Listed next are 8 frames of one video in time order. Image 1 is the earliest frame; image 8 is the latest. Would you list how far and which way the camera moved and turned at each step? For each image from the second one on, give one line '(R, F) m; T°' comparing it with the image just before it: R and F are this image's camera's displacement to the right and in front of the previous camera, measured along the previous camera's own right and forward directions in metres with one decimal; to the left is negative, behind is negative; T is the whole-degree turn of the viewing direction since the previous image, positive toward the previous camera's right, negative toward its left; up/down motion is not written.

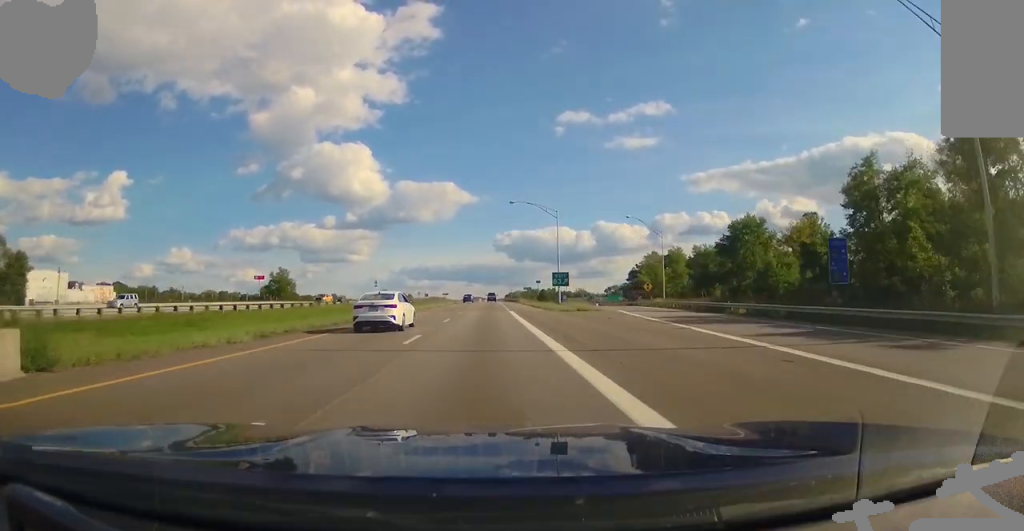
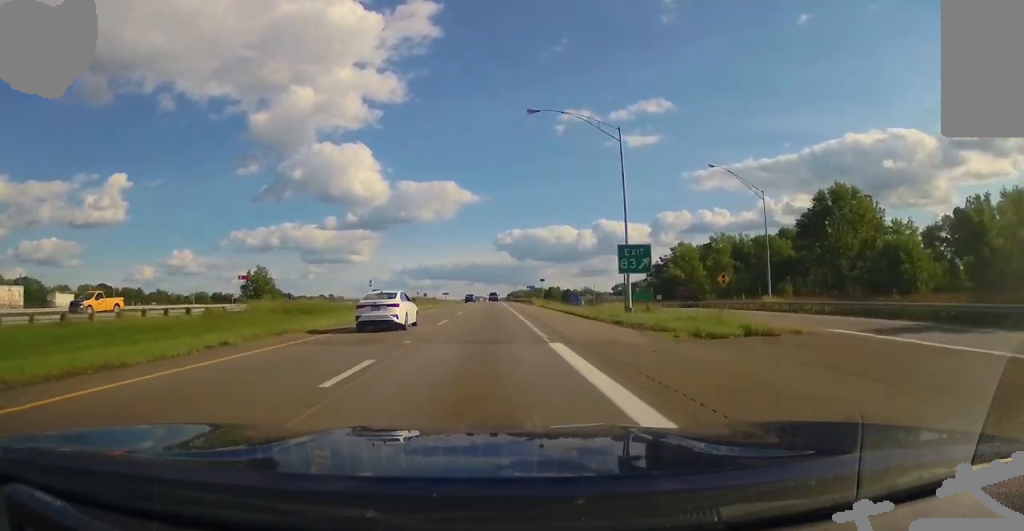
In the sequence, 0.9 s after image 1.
(-0.1, +31.7) m; 0°
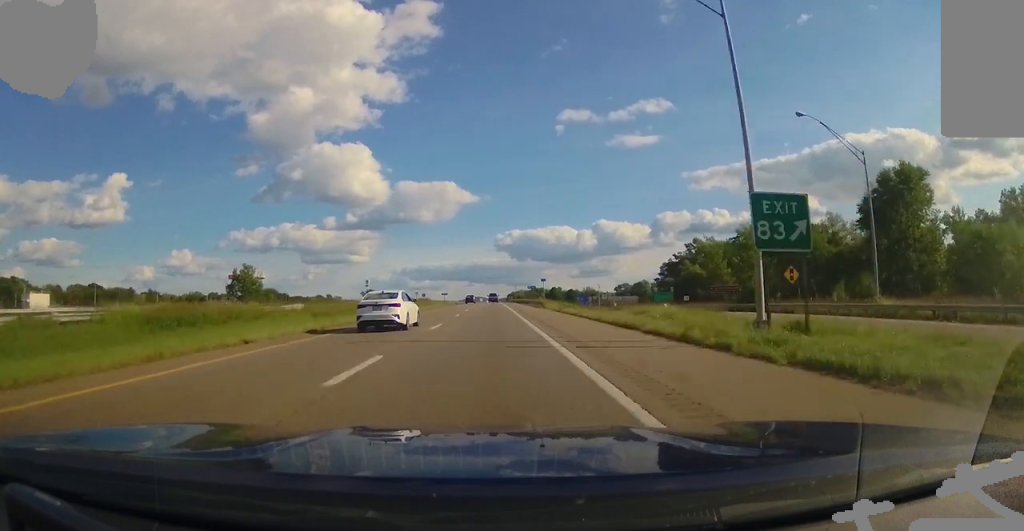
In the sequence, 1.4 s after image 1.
(0.0, +15.8) m; 0°
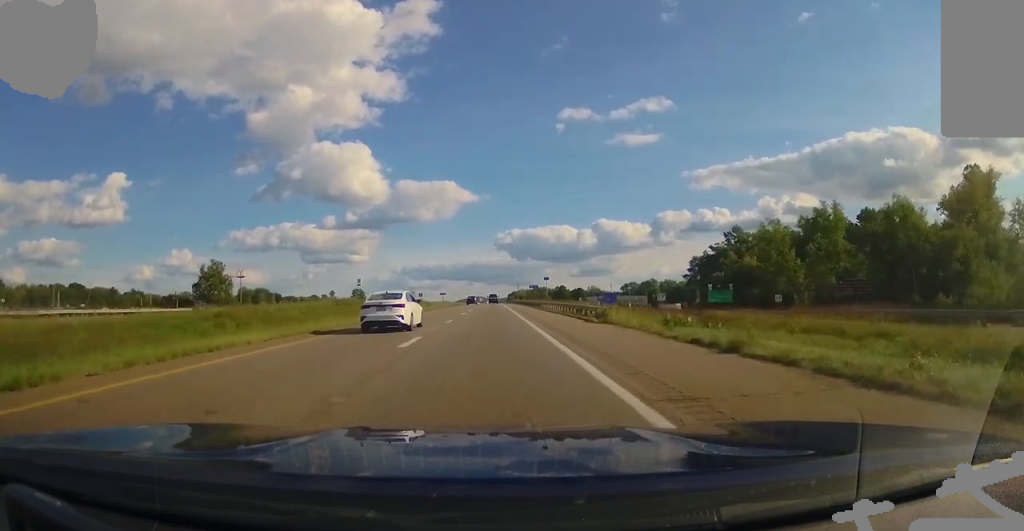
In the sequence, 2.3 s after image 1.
(0.0, +31.6) m; 0°
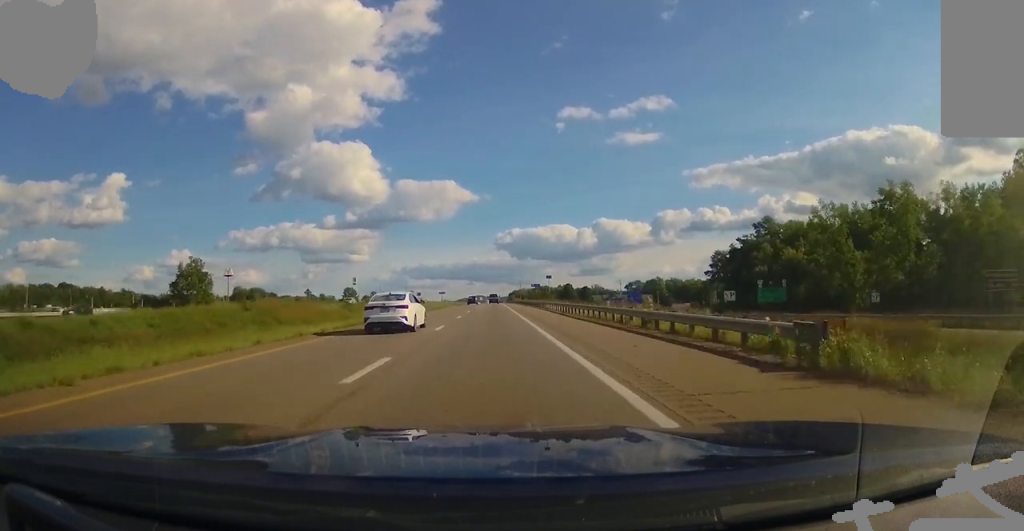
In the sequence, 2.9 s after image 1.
(0.0, +18.0) m; 0°
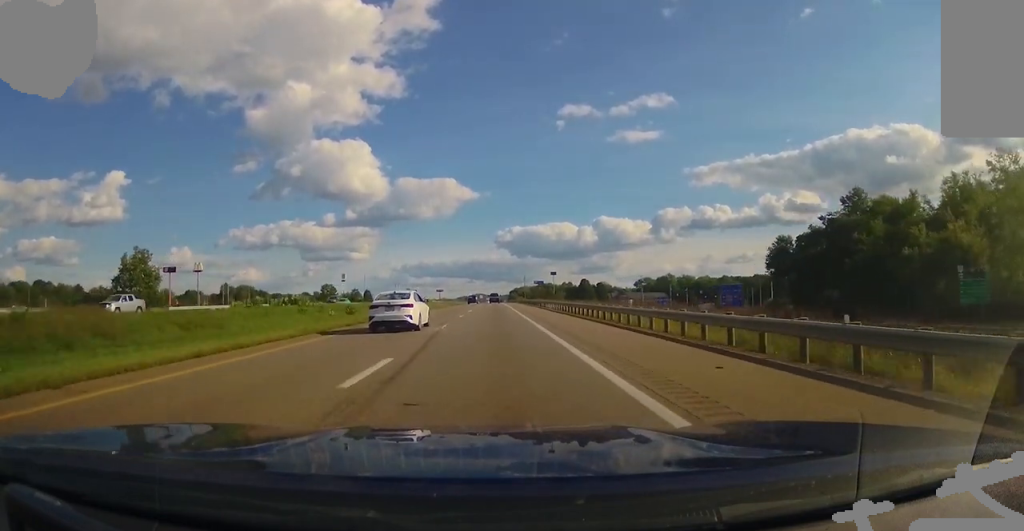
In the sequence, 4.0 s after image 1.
(0.0, +36.8) m; 0°
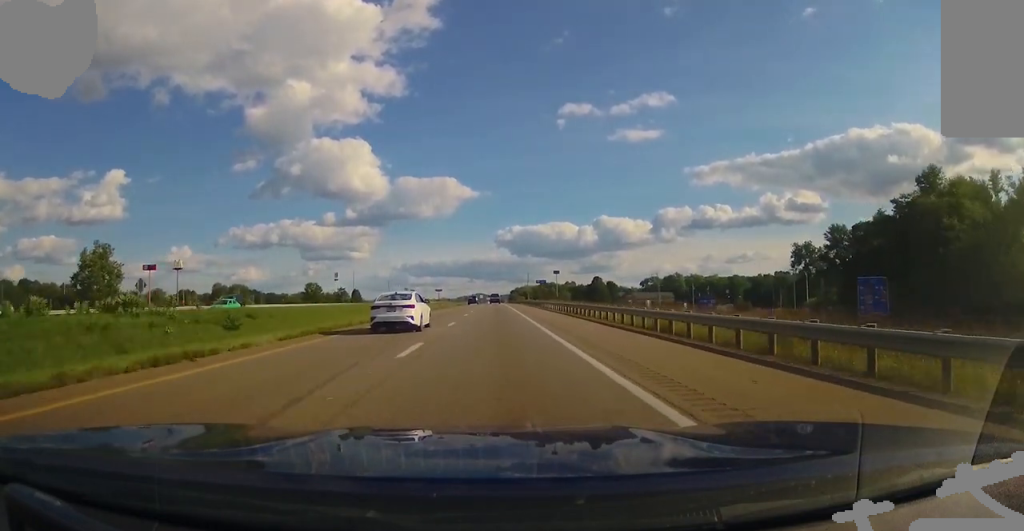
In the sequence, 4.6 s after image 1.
(0.0, +21.2) m; 0°
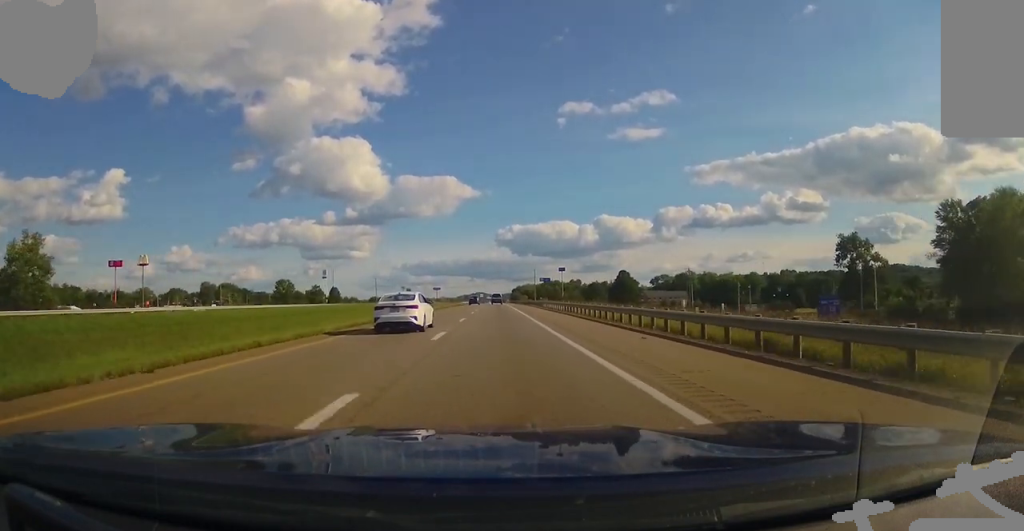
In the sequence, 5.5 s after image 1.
(-0.2, +31.3) m; 0°
